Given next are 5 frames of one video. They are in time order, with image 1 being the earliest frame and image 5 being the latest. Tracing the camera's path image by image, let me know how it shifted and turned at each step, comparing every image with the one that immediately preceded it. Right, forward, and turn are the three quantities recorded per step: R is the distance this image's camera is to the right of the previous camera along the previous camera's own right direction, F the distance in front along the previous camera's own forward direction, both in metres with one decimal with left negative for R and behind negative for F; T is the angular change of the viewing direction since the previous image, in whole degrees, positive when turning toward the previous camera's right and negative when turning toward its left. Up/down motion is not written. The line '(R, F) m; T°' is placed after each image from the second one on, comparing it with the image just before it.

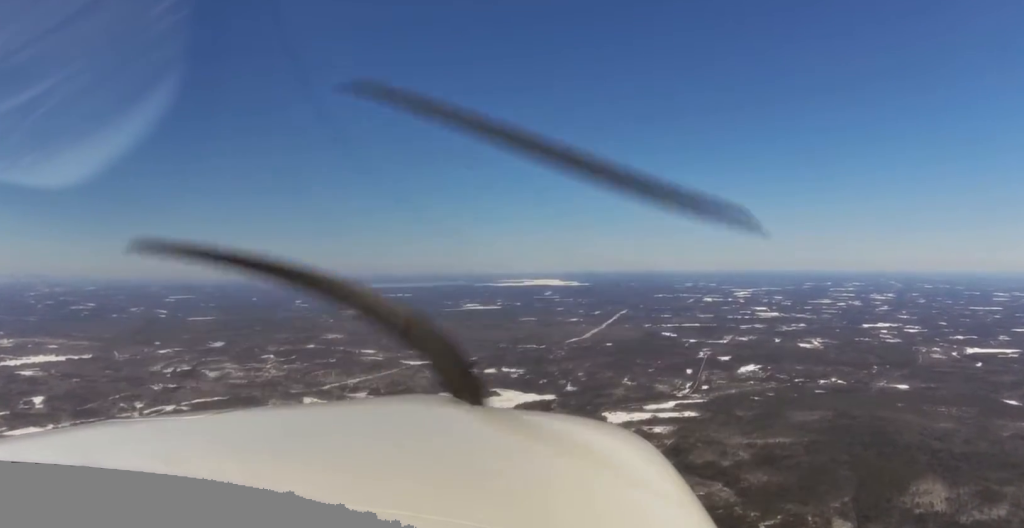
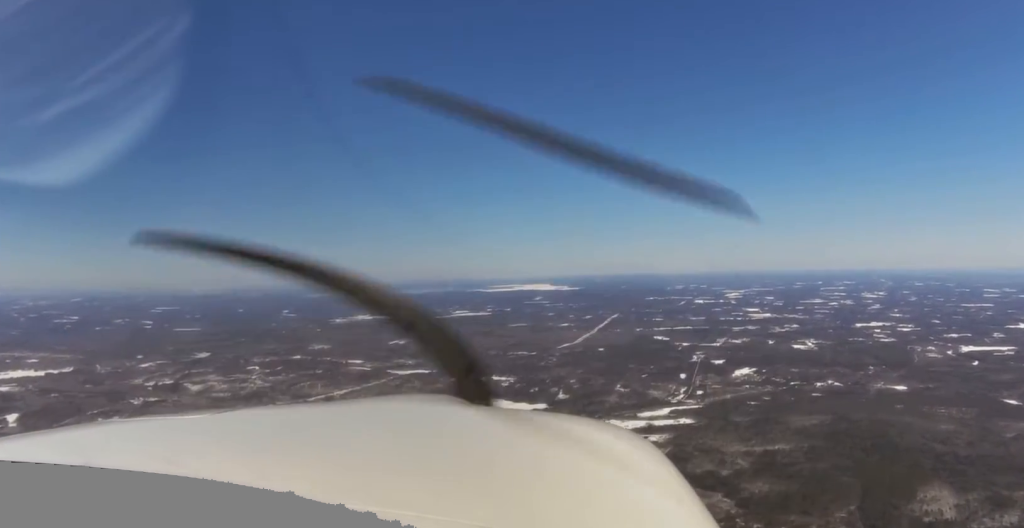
(-1.2, +109.4) m; -2°
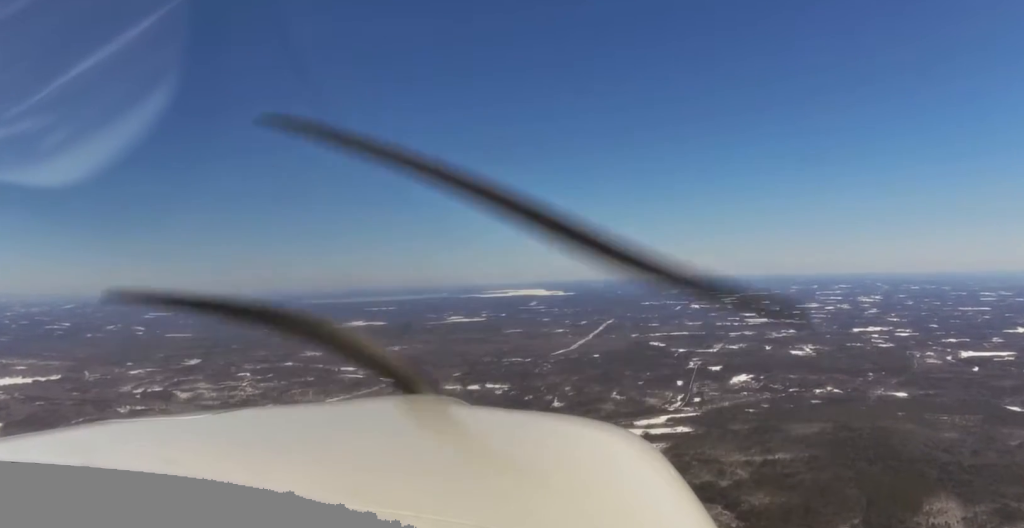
(-1.4, +84.6) m; -1°
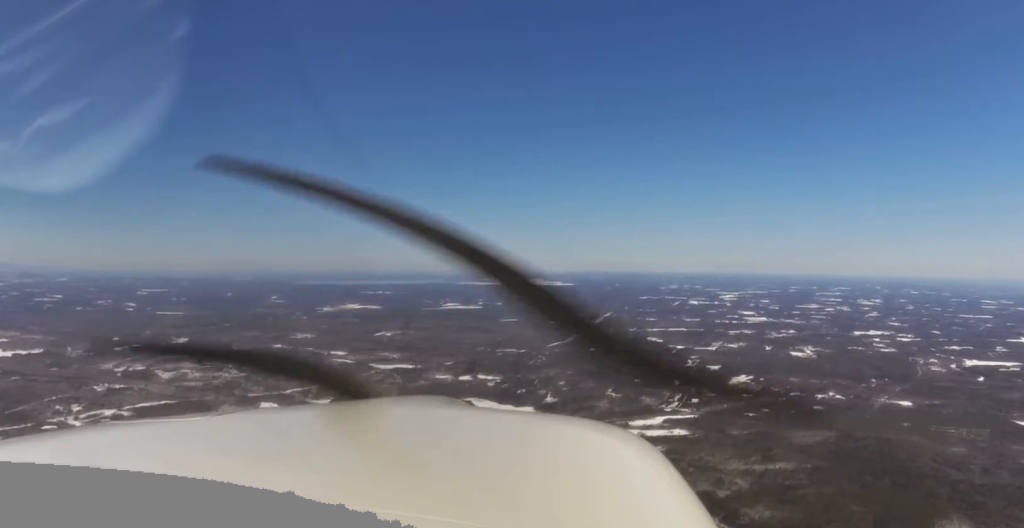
(-1.4, +177.6) m; -2°
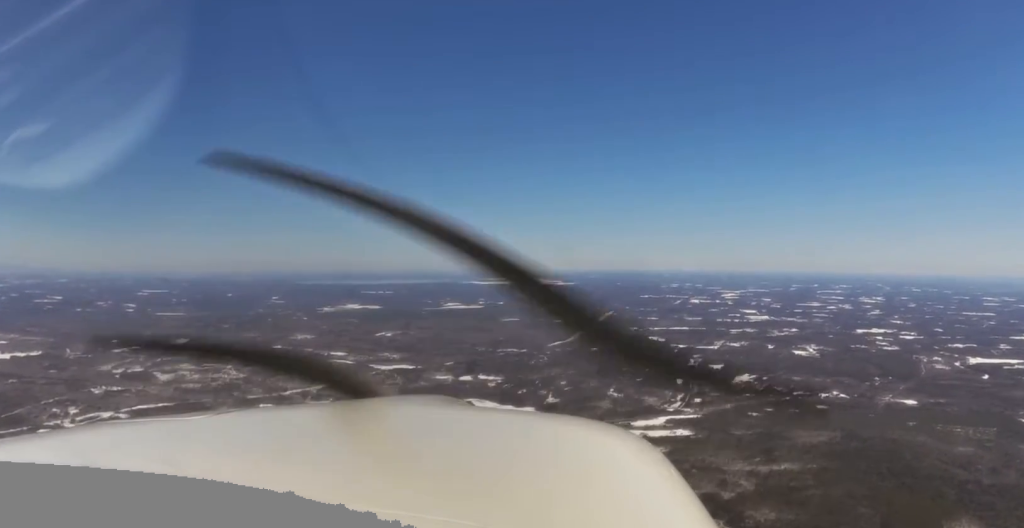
(-0.3, +44.4) m; -1°
